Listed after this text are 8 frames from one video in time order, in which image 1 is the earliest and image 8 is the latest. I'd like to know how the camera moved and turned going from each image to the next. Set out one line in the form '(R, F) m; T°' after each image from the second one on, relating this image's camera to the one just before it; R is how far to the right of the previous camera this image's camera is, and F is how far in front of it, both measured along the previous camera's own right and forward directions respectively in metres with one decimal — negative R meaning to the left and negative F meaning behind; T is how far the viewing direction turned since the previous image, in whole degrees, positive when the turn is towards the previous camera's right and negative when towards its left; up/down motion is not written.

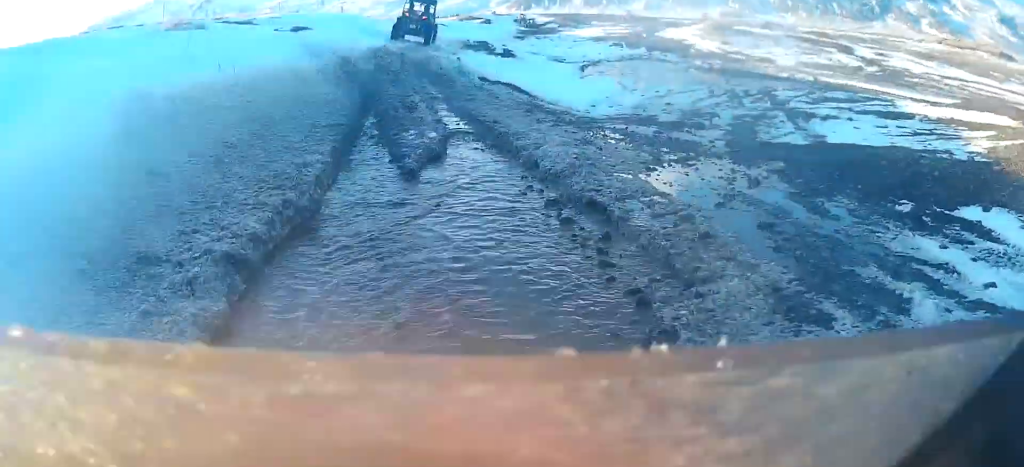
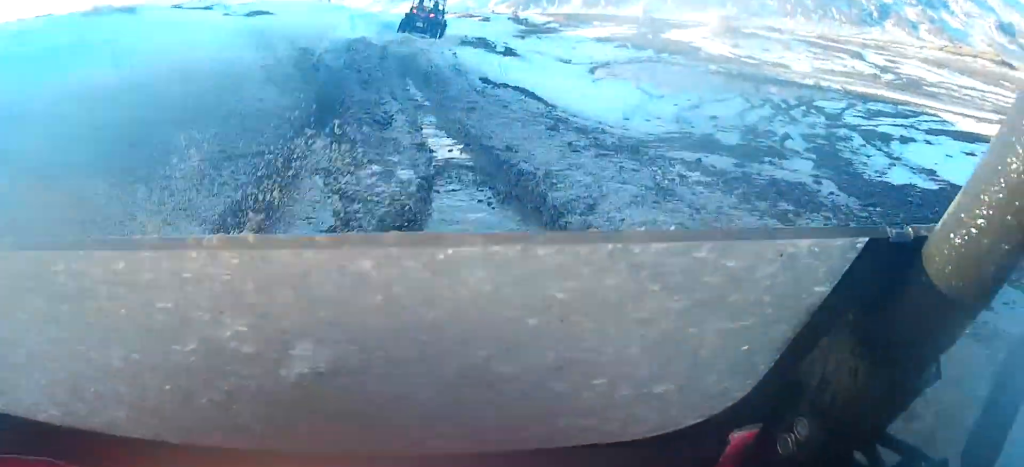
(-0.1, +3.3) m; -2°
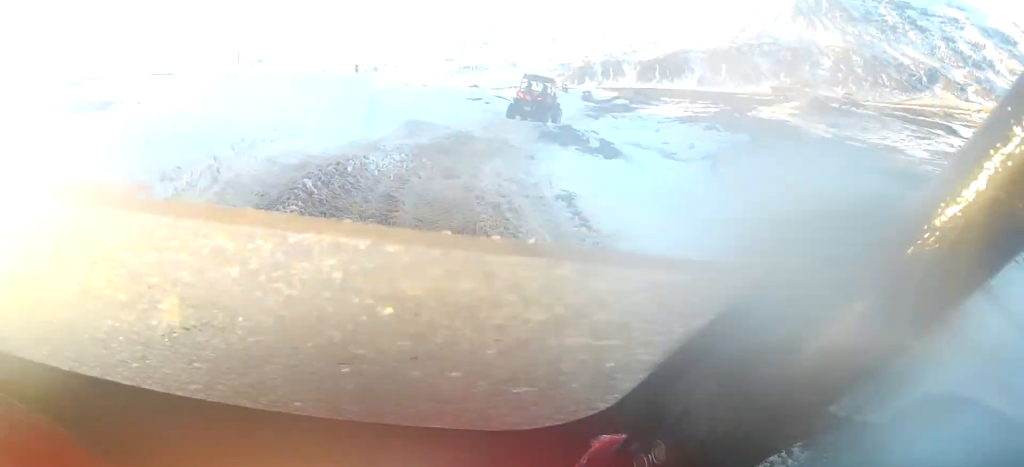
(-0.4, +8.2) m; -6°
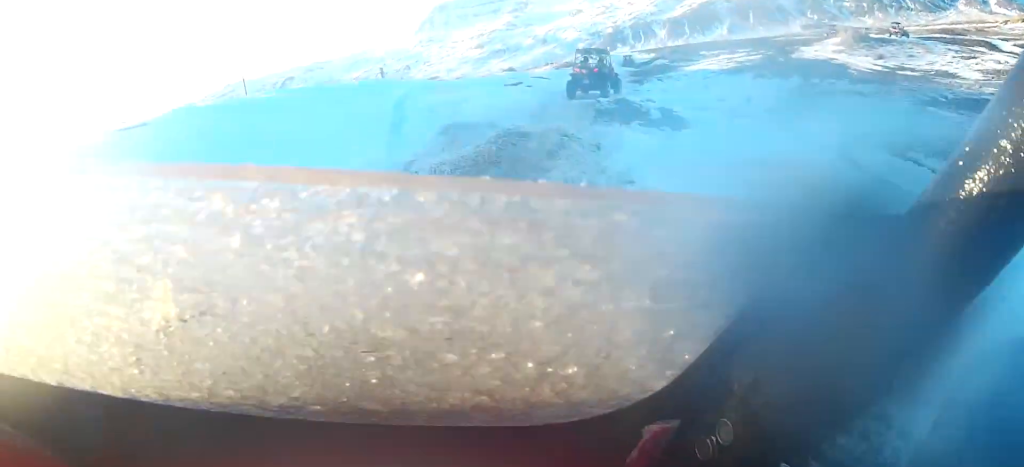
(0.0, +1.9) m; -3°
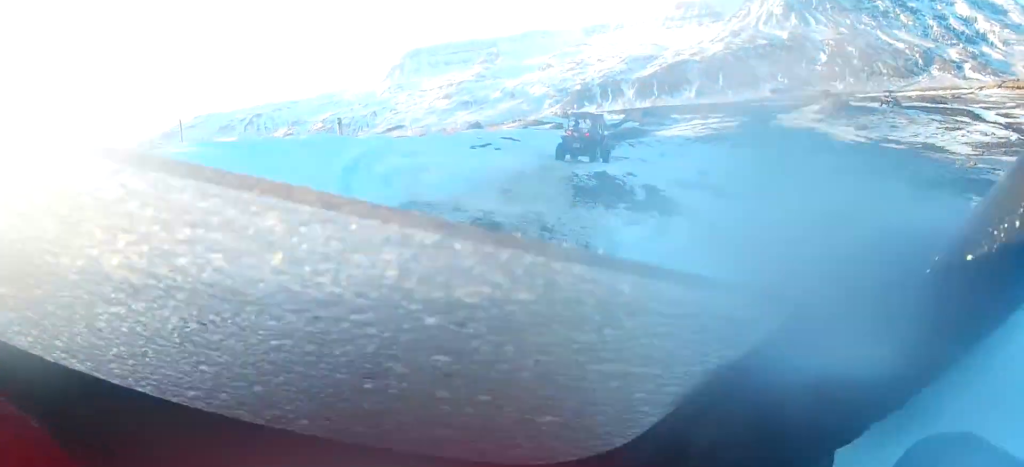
(-0.2, +2.2) m; -2°
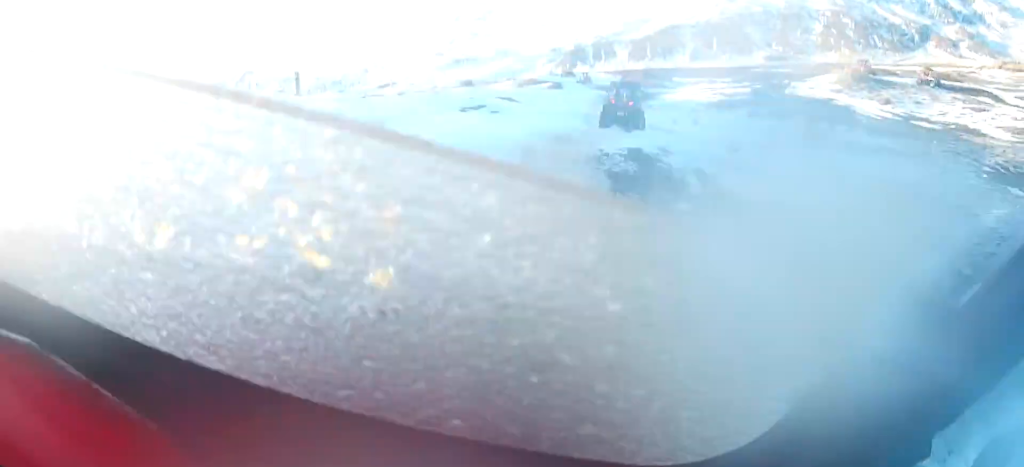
(-0.1, +4.2) m; +1°
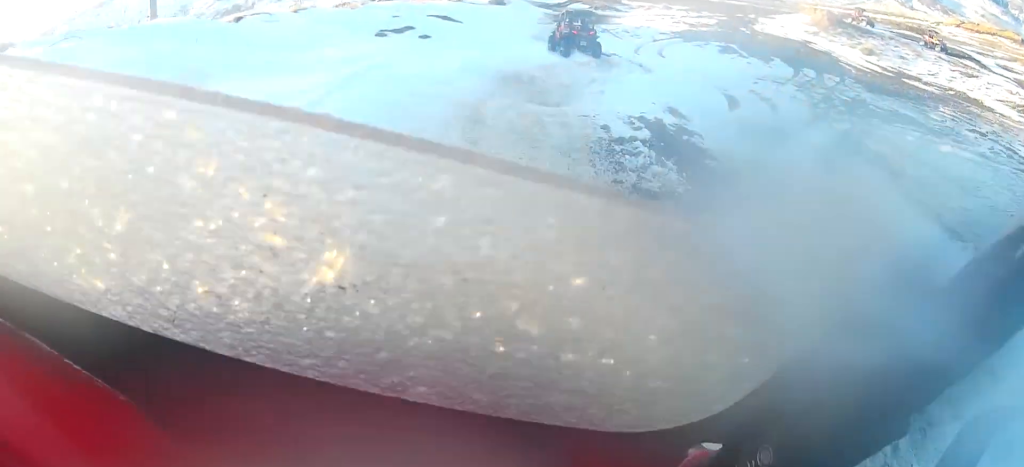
(+0.2, +4.6) m; +4°
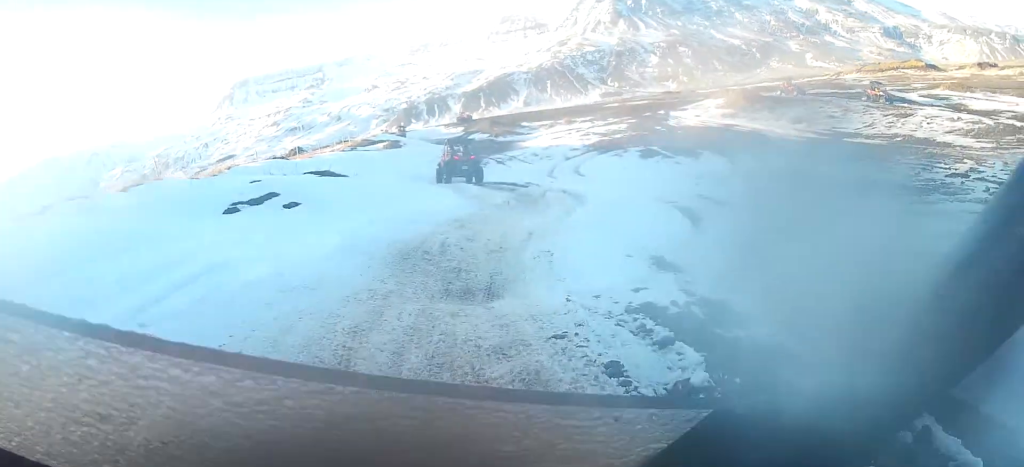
(0.0, +3.2) m; +3°
